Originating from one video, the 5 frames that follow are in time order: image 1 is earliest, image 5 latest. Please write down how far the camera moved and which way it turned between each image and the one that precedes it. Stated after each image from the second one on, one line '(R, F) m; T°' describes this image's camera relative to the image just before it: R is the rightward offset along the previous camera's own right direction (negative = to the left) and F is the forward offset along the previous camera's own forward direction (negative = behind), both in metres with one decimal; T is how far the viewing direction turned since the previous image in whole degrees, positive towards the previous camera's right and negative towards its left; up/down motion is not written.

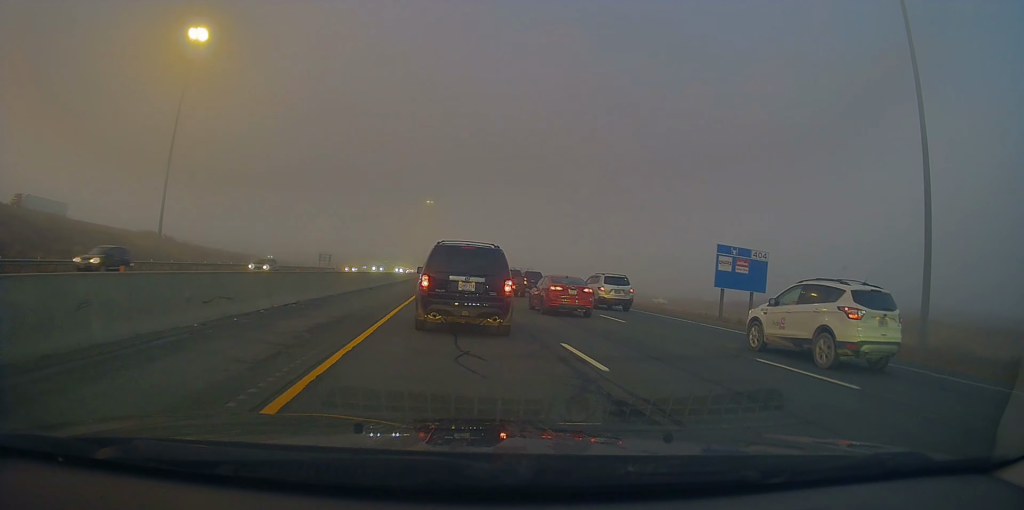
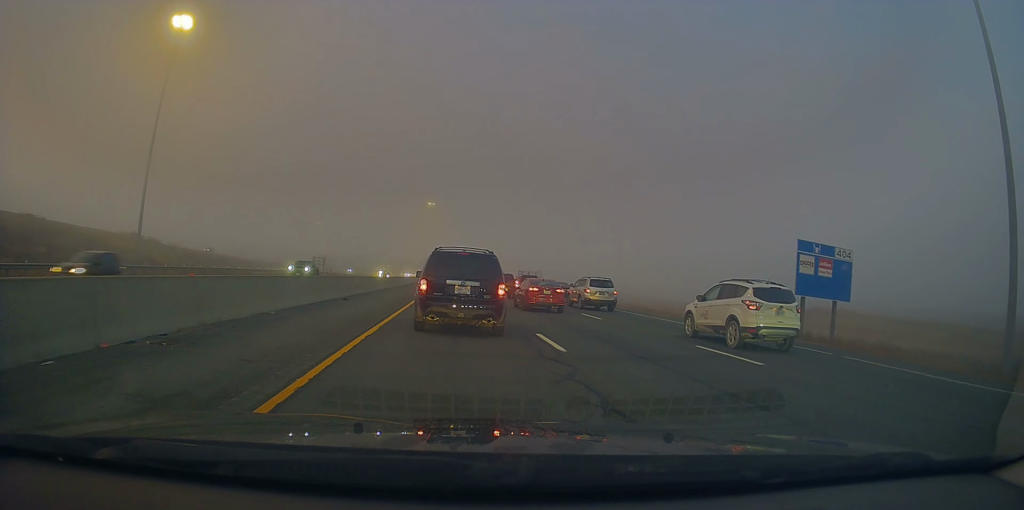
(0.0, +8.4) m; -1°
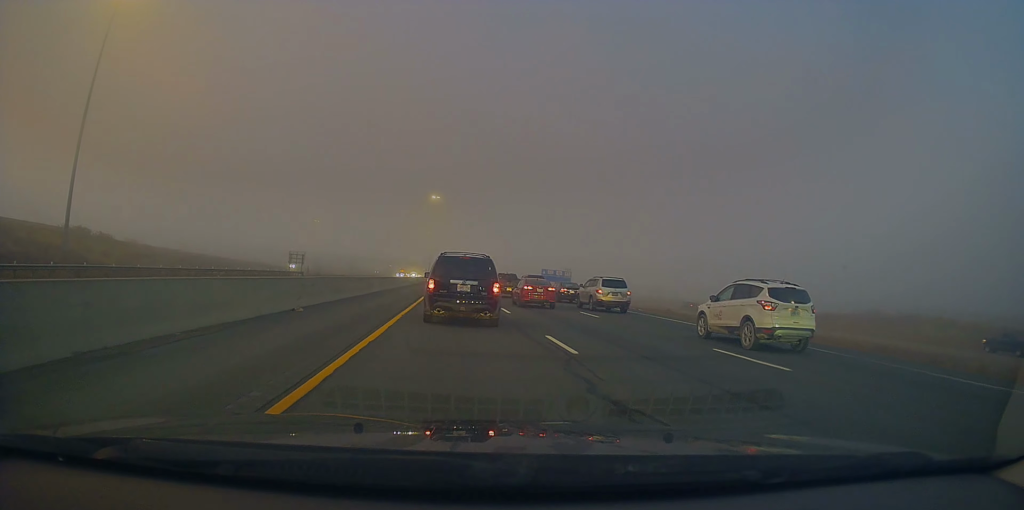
(-0.4, +22.8) m; -2°
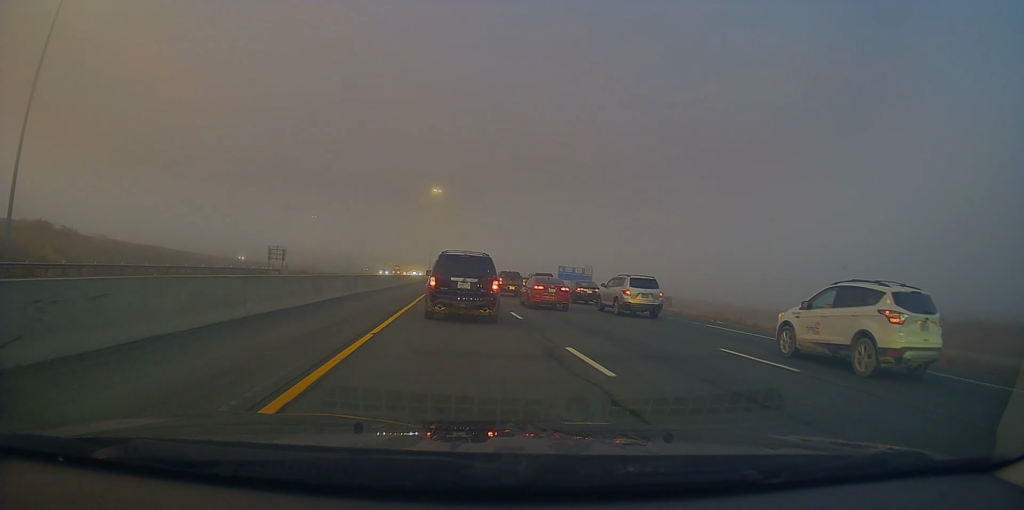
(-0.3, +15.0) m; -1°
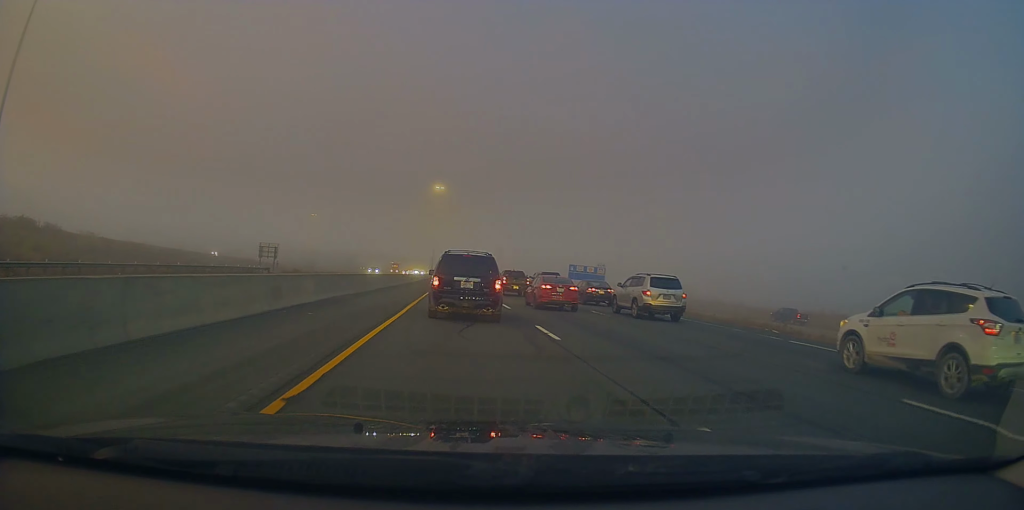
(0.0, +6.2) m; +1°
